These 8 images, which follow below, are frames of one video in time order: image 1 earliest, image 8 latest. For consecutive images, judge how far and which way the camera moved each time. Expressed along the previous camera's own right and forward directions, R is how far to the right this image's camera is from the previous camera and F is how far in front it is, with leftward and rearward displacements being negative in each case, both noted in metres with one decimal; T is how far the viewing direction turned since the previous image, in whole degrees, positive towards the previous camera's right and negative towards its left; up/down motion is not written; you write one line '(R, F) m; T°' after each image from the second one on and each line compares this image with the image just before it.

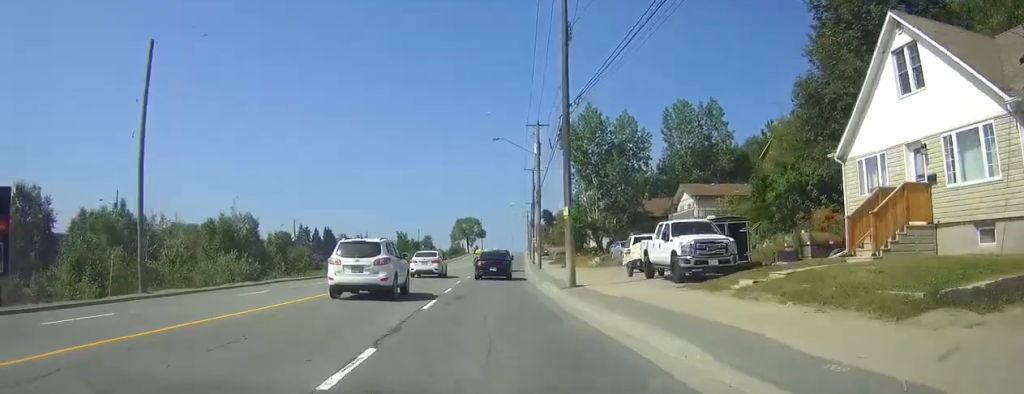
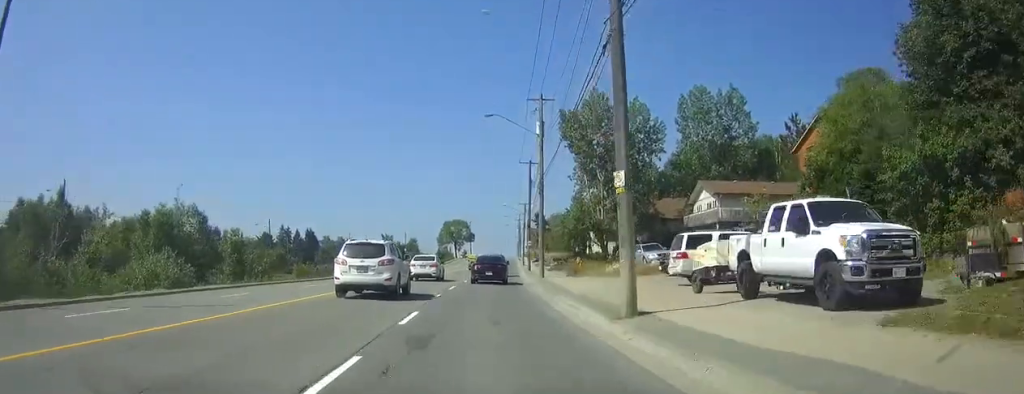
(+0.1, +10.6) m; +1°
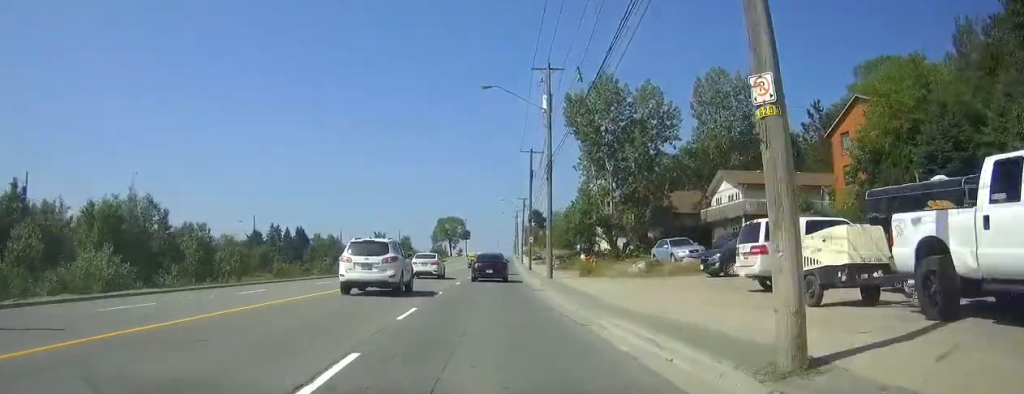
(+0.1, +7.2) m; +1°
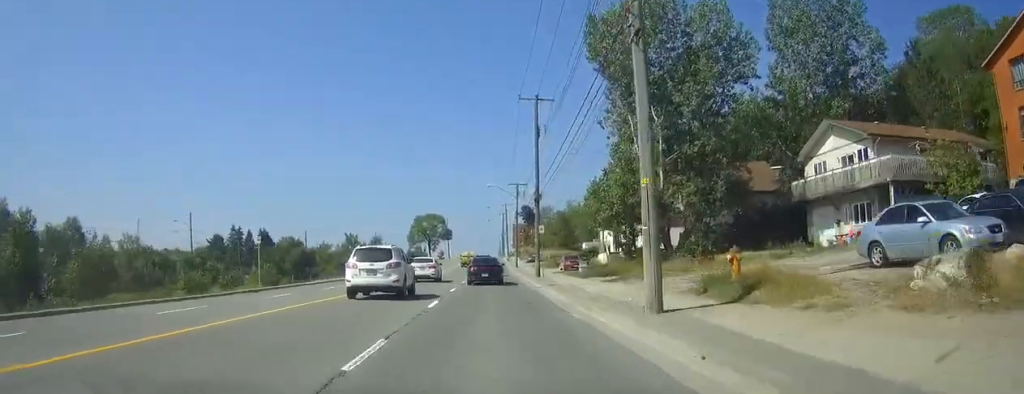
(+0.3, +23.3) m; +2°
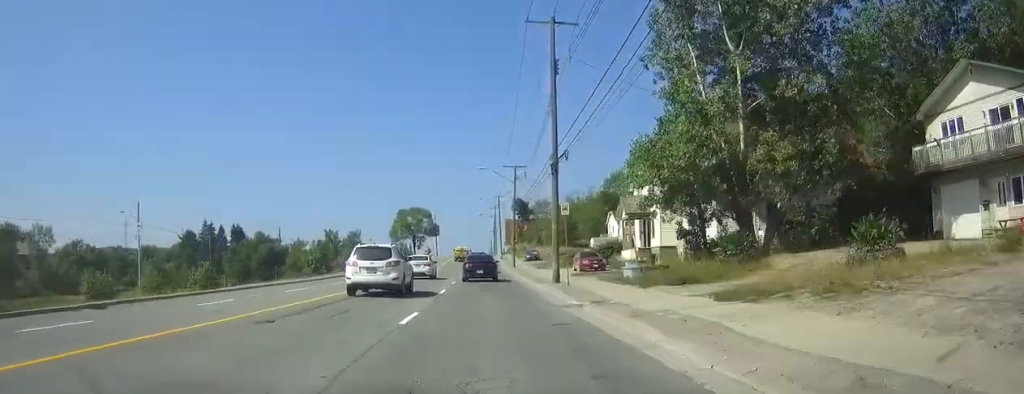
(+0.2, +15.3) m; +1°
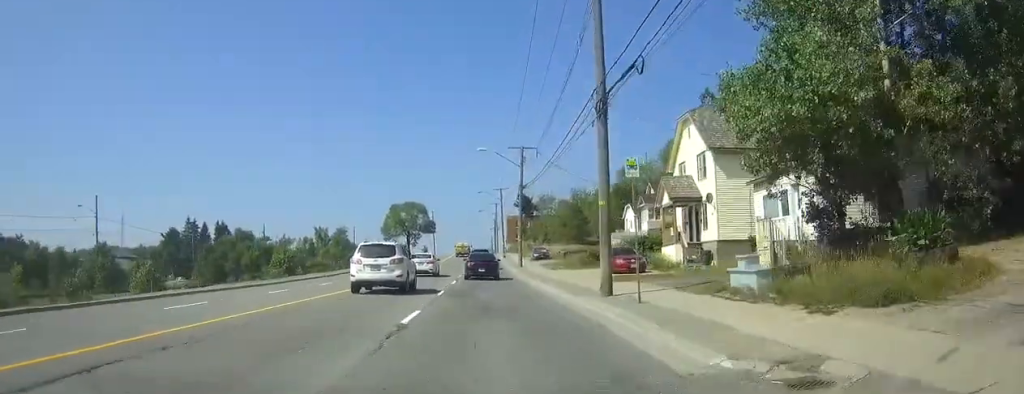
(0.0, +11.7) m; 0°
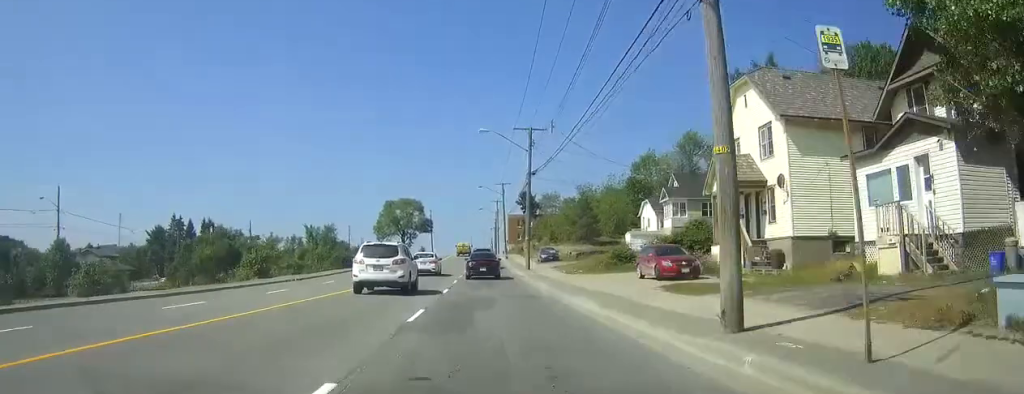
(0.0, +9.1) m; 0°
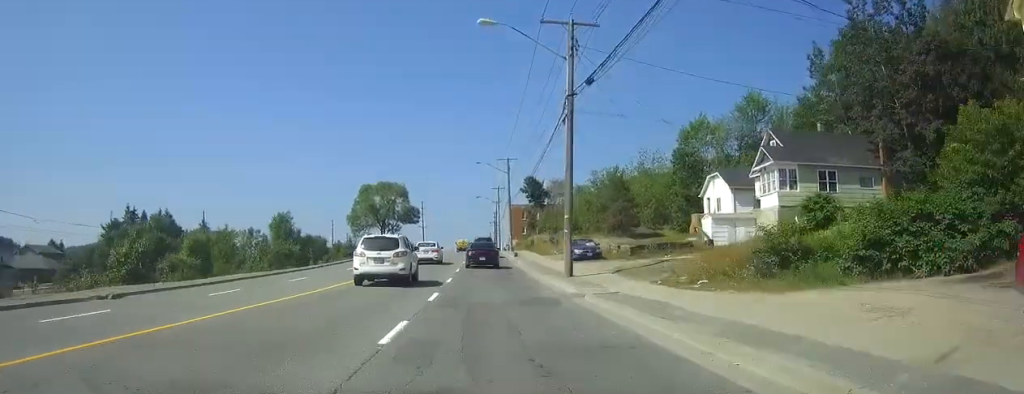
(+0.1, +23.7) m; 0°
